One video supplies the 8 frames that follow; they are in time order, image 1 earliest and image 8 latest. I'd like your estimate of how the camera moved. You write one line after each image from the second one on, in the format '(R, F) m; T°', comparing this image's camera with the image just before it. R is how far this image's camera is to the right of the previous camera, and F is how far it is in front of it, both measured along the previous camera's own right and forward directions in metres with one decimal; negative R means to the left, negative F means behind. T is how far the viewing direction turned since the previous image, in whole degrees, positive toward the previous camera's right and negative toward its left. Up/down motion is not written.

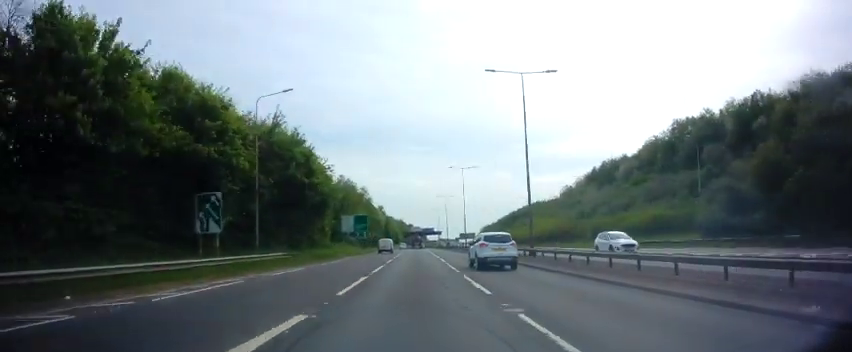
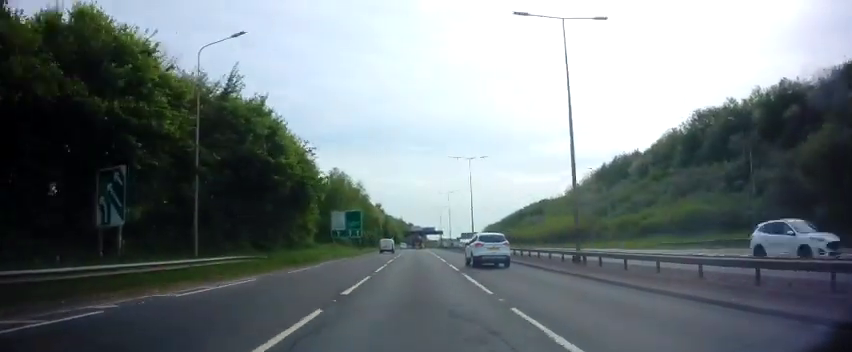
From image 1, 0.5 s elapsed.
(-0.1, +8.4) m; 0°
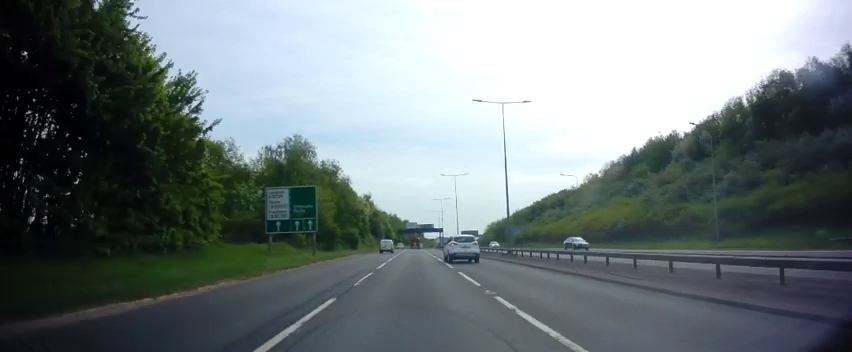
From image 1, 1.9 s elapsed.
(+0.2, +24.8) m; -1°
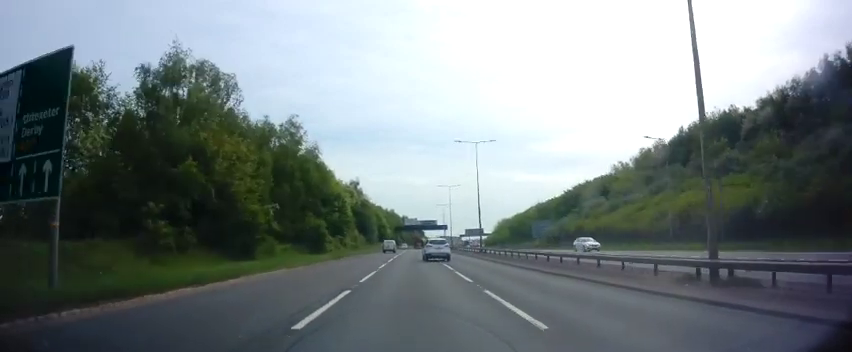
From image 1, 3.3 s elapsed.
(-0.3, +25.5) m; +1°
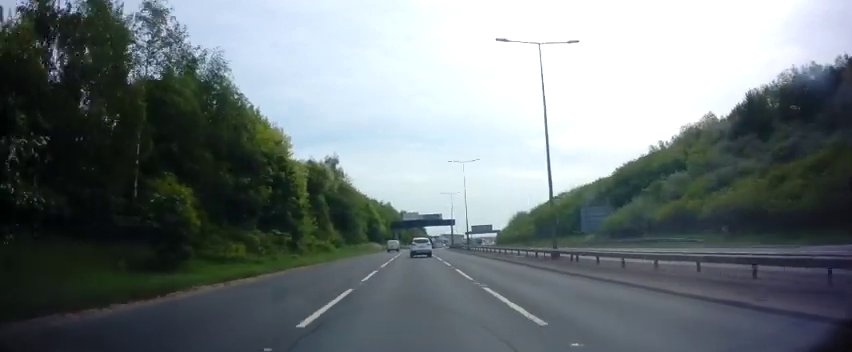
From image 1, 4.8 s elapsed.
(+0.7, +26.4) m; +1°
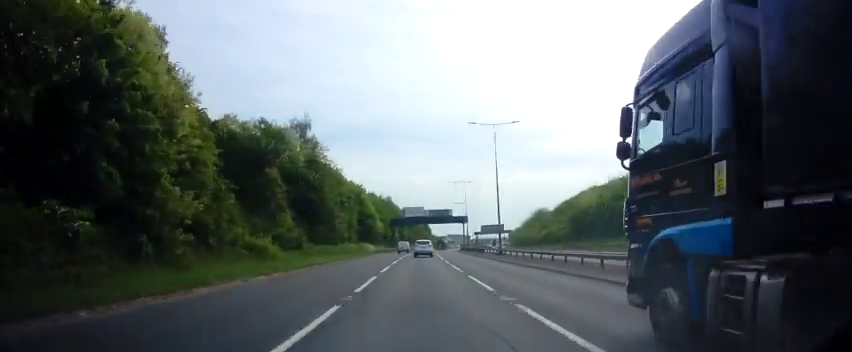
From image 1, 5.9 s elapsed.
(-0.3, +21.6) m; -2°
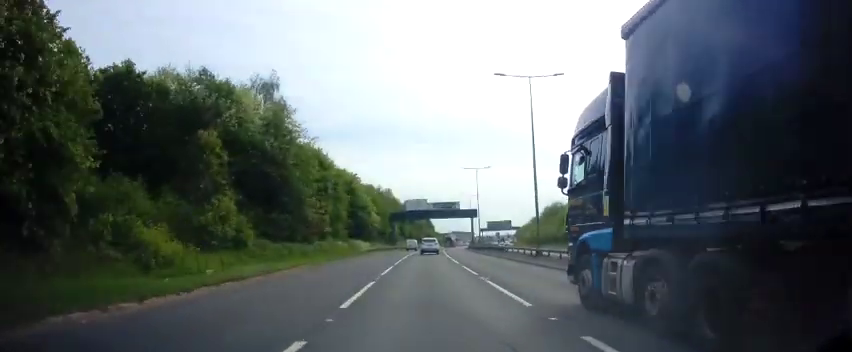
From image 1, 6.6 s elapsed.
(-0.1, +12.7) m; -1°
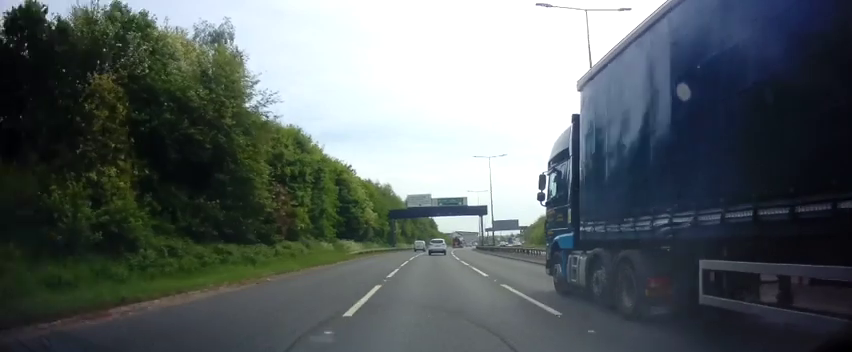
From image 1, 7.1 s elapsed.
(0.0, +10.3) m; 0°
